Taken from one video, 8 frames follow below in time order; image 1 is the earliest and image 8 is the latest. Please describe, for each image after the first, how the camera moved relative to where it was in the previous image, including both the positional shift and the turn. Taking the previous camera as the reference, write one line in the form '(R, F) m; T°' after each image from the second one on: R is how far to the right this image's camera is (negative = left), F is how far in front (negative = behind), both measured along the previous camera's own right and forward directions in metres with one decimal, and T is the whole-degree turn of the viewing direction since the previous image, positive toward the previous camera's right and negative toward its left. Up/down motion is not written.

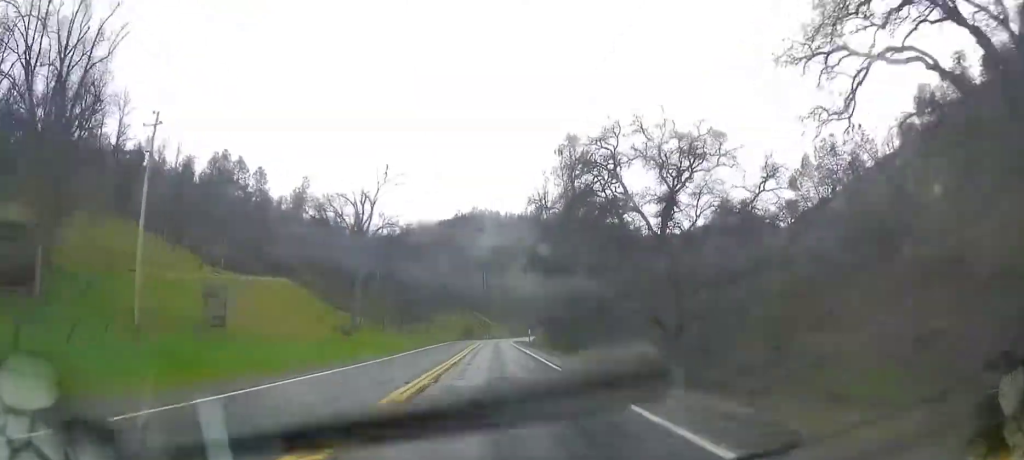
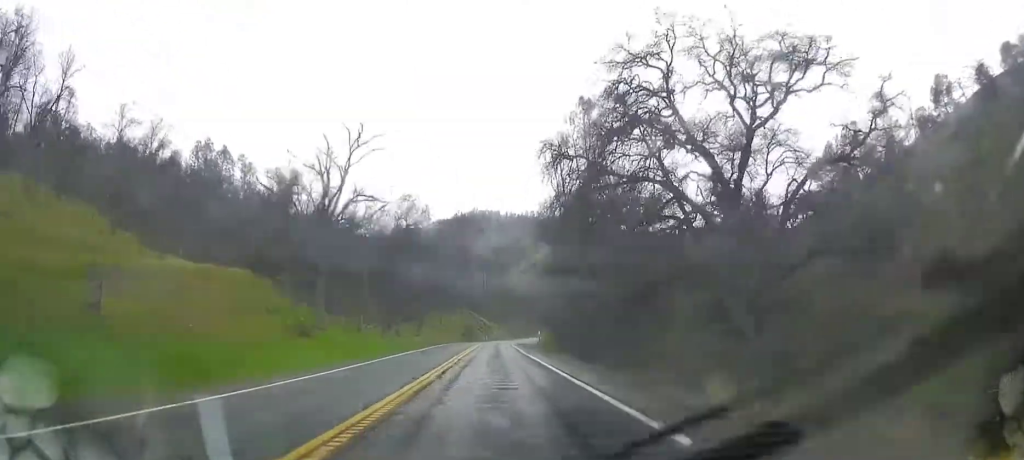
(0.0, +13.1) m; 0°
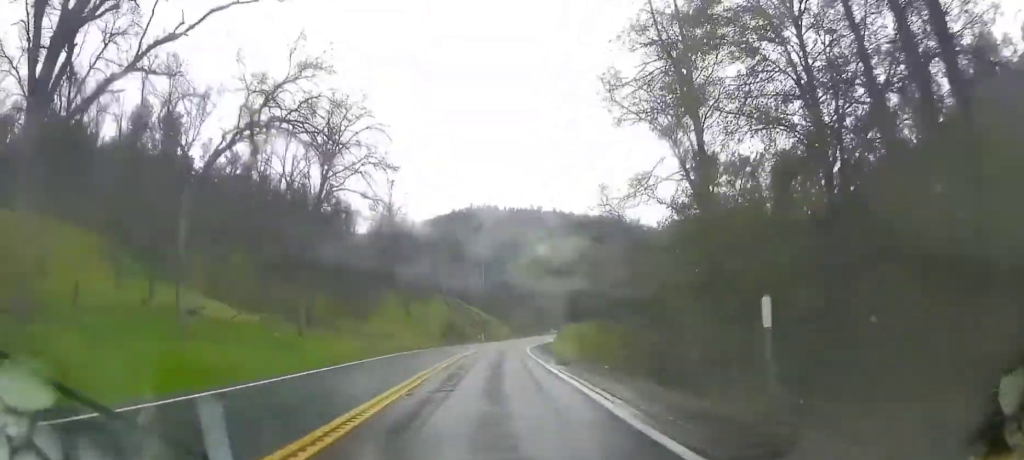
(+0.8, +35.4) m; +1°
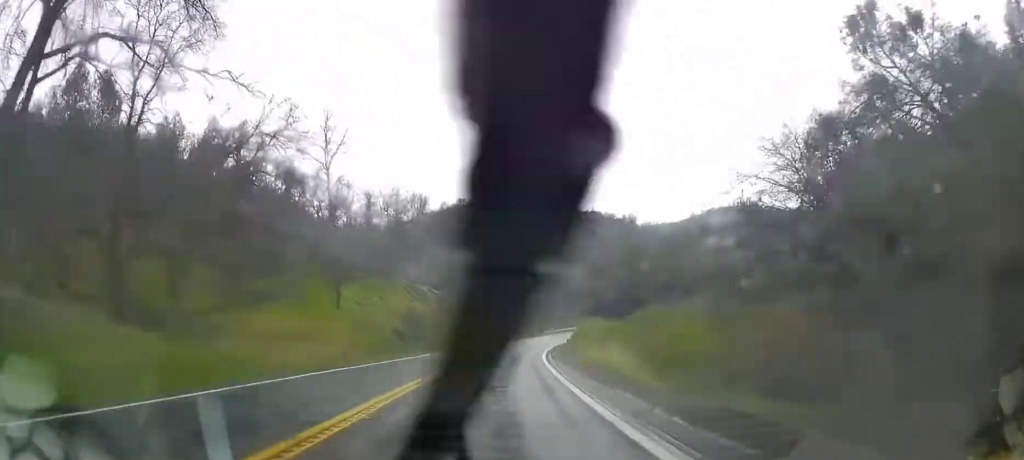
(-0.7, +24.9) m; -2°
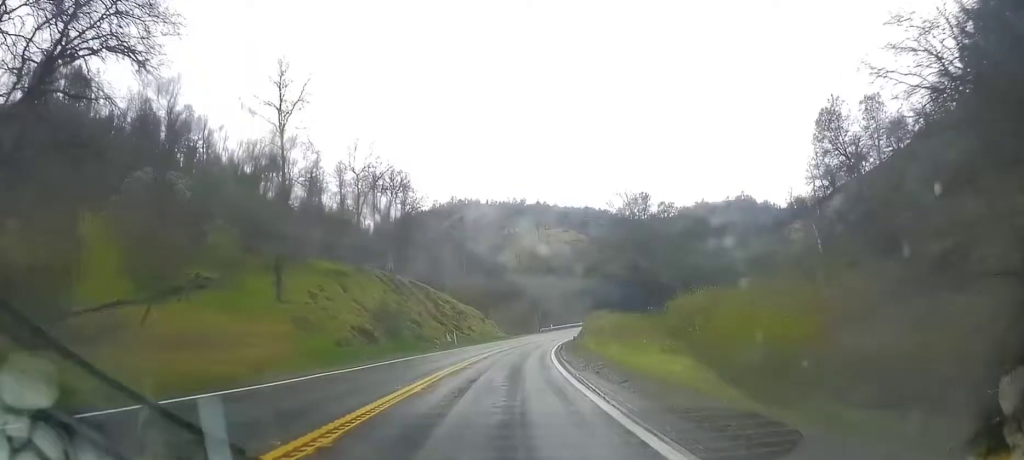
(-0.1, +9.5) m; 0°
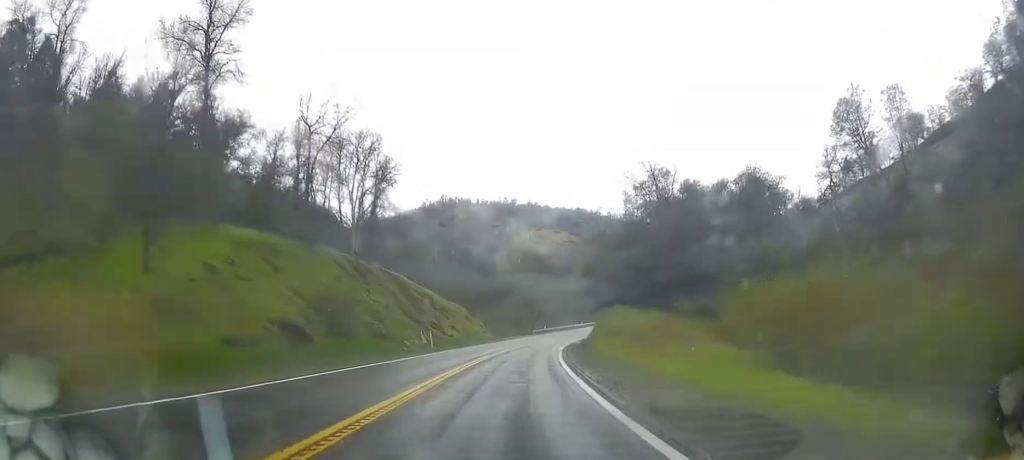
(-0.1, +10.8) m; +1°
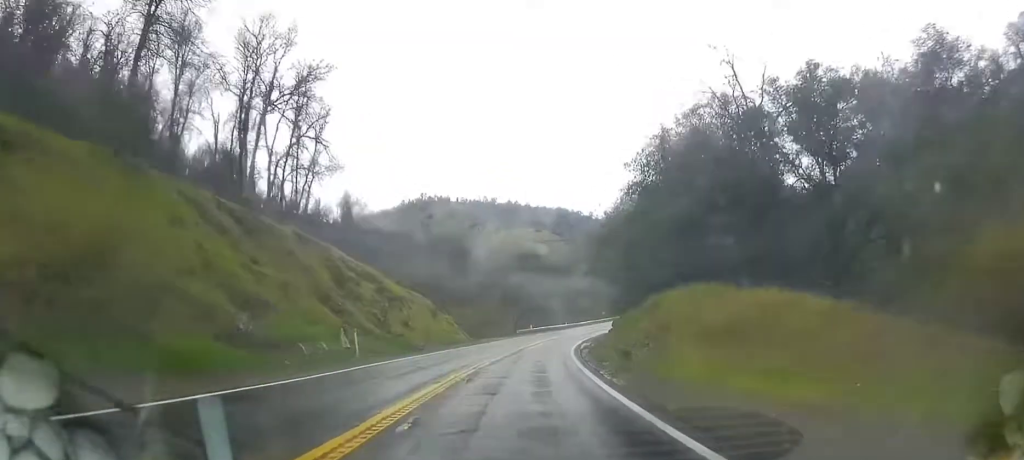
(+0.3, +17.3) m; +2°
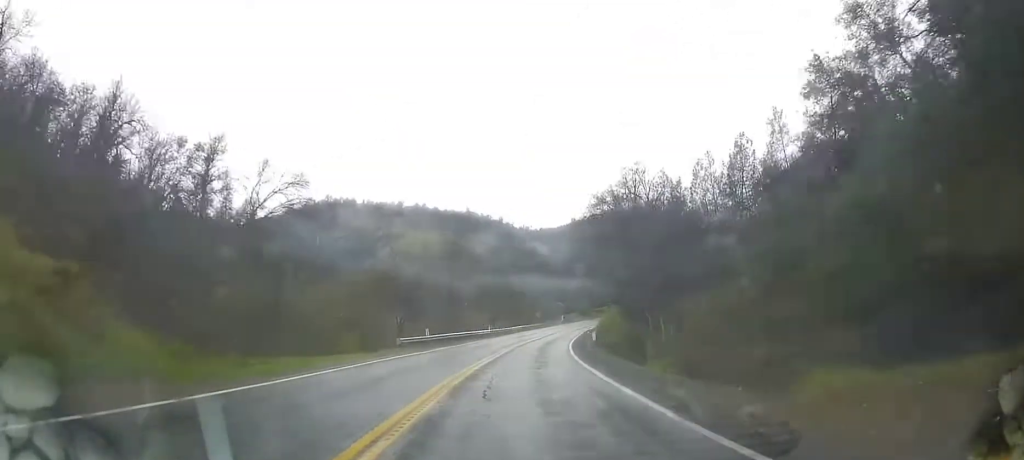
(+2.1, +41.0) m; +4°
